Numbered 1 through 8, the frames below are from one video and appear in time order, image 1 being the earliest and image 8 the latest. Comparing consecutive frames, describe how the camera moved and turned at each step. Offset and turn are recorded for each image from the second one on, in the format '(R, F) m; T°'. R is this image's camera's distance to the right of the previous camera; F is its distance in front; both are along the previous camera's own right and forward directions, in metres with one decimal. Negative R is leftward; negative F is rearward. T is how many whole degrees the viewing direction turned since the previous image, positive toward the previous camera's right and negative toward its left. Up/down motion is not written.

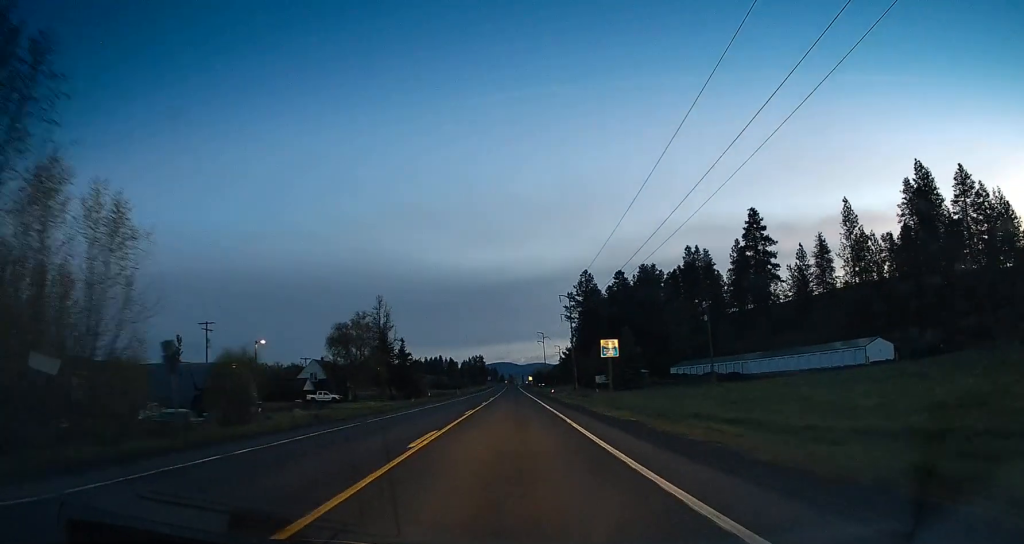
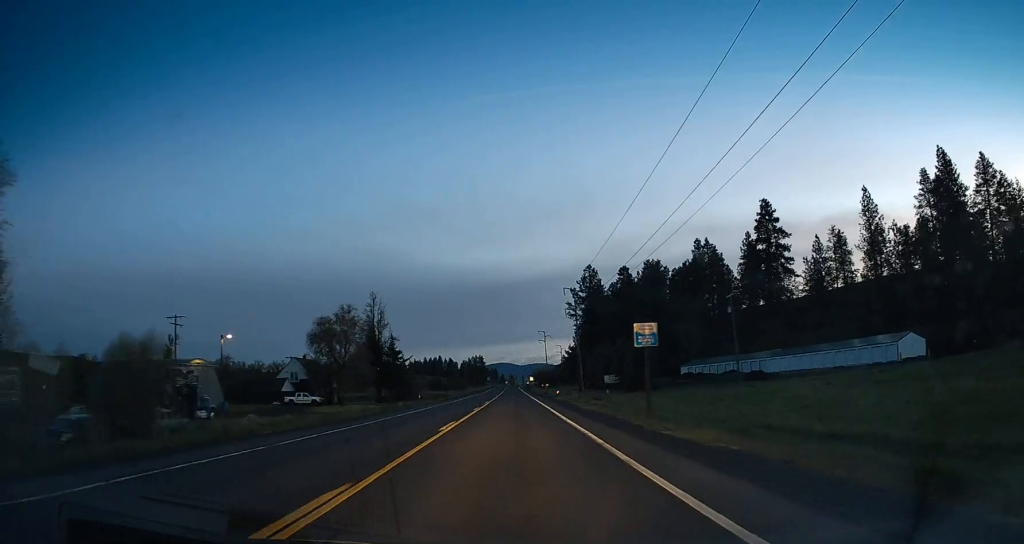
(0.0, +9.6) m; 0°
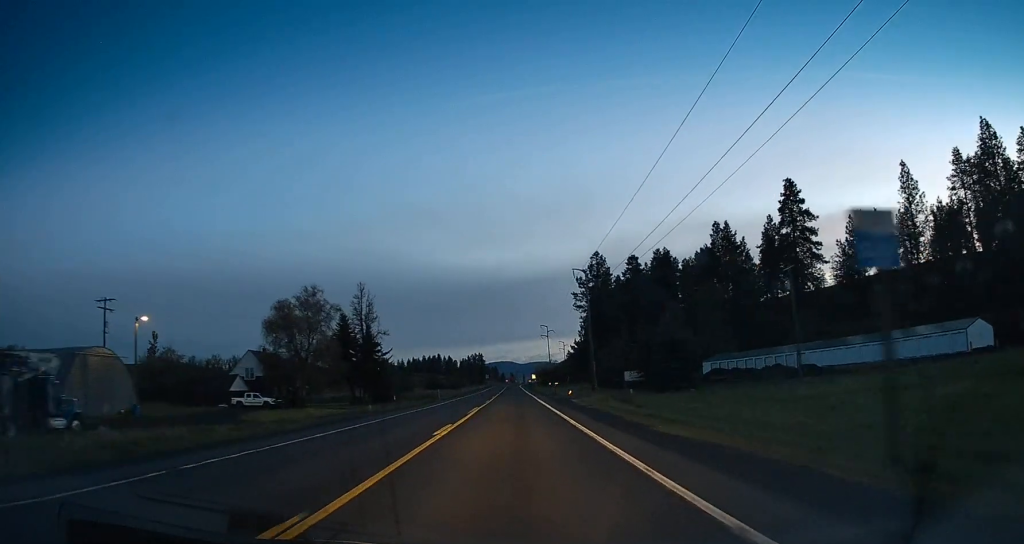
(0.0, +17.1) m; 0°
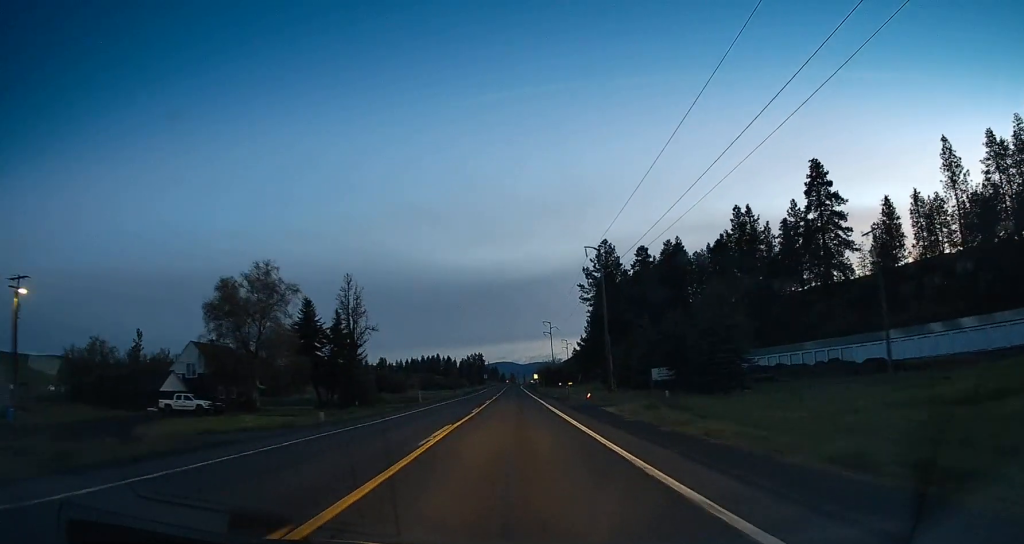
(0.0, +15.5) m; 0°
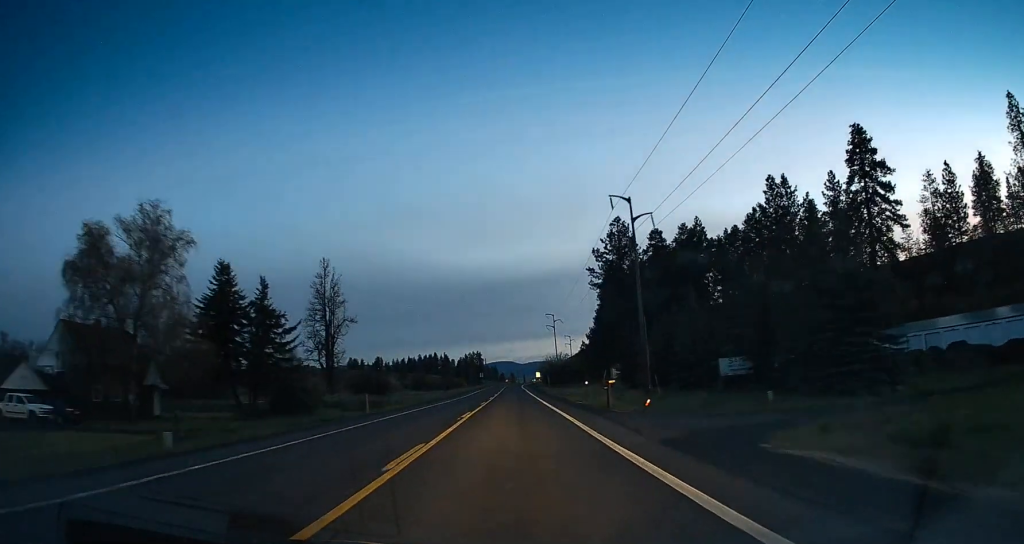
(0.0, +21.5) m; +1°
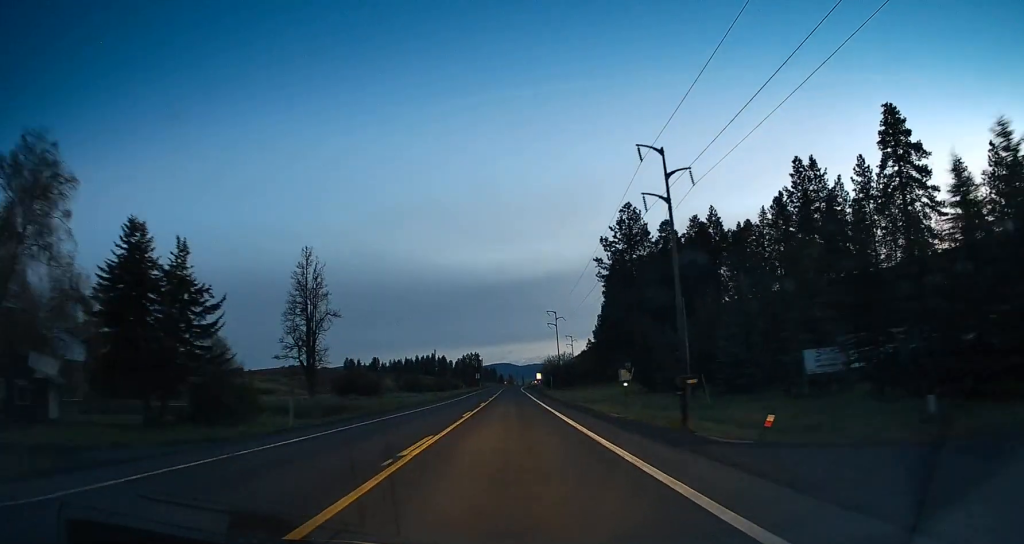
(+0.3, +13.4) m; 0°
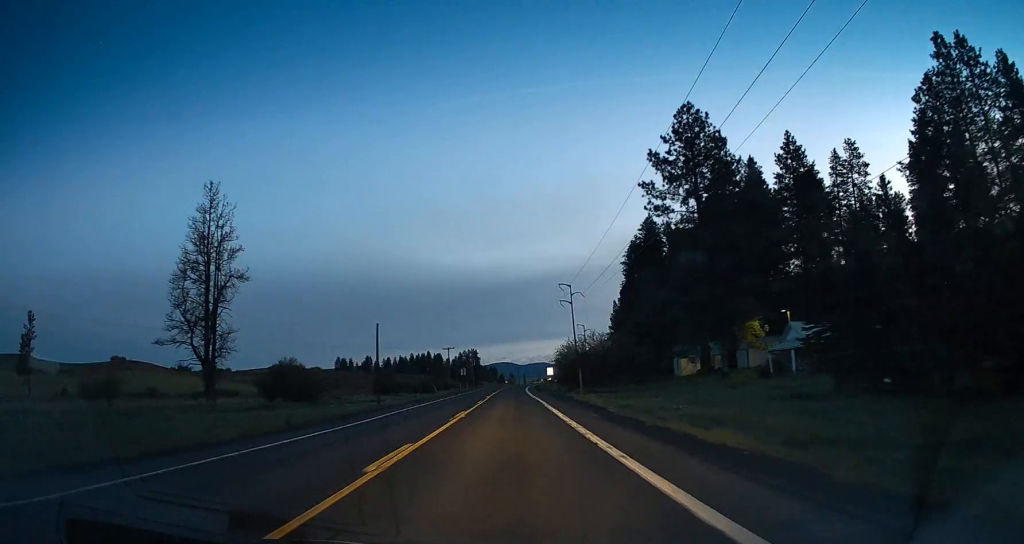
(-0.9, +47.5) m; -1°
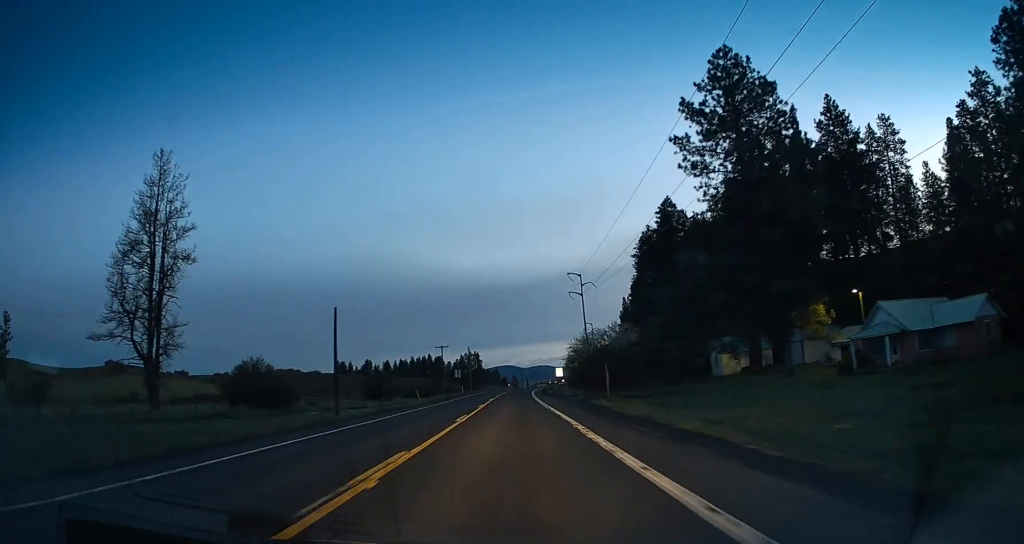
(+0.1, +16.3) m; 0°
